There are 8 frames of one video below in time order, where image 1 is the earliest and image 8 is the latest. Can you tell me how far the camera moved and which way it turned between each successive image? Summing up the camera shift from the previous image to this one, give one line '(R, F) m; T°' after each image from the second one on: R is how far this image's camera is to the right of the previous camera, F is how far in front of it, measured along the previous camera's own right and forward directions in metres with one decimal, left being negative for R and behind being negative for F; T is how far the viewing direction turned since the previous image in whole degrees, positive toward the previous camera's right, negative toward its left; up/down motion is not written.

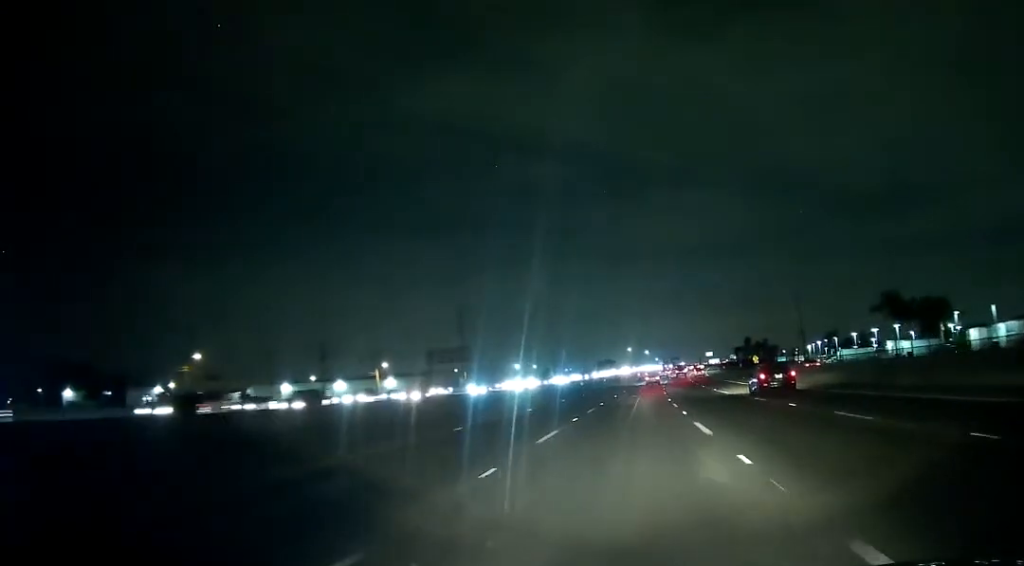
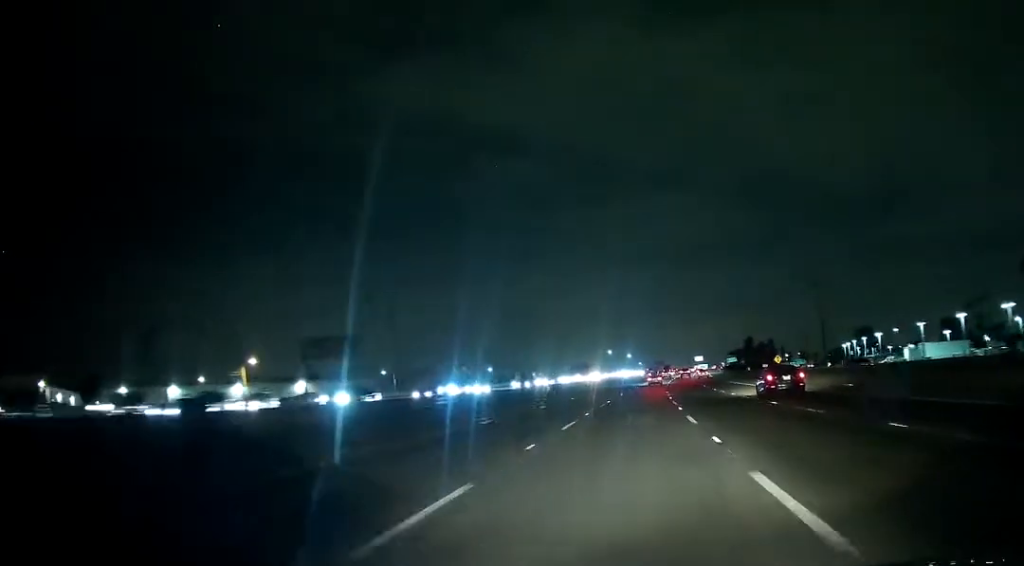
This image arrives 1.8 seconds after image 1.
(+1.4, +55.6) m; +2°
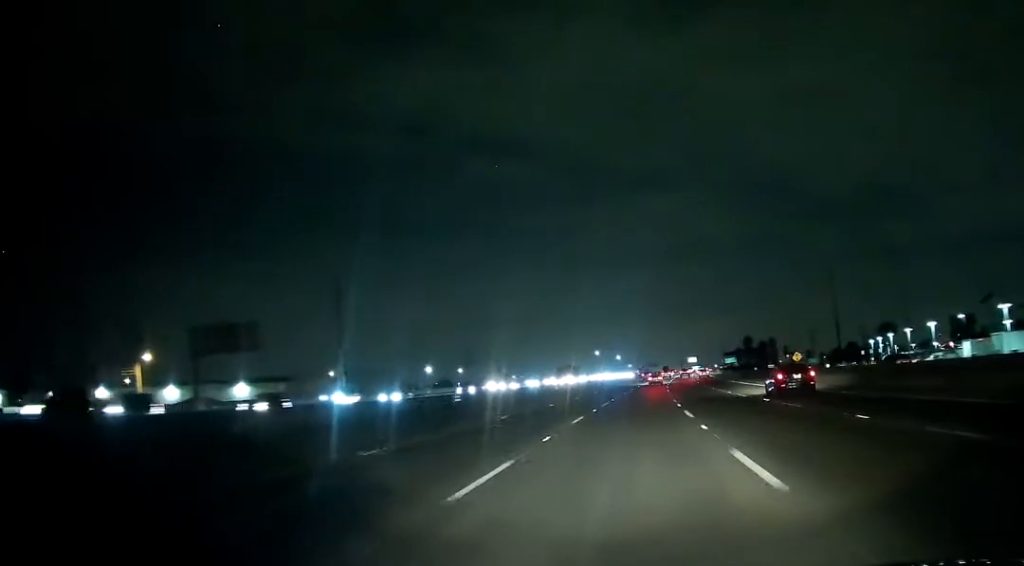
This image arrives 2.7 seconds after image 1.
(0.0, +26.1) m; +1°
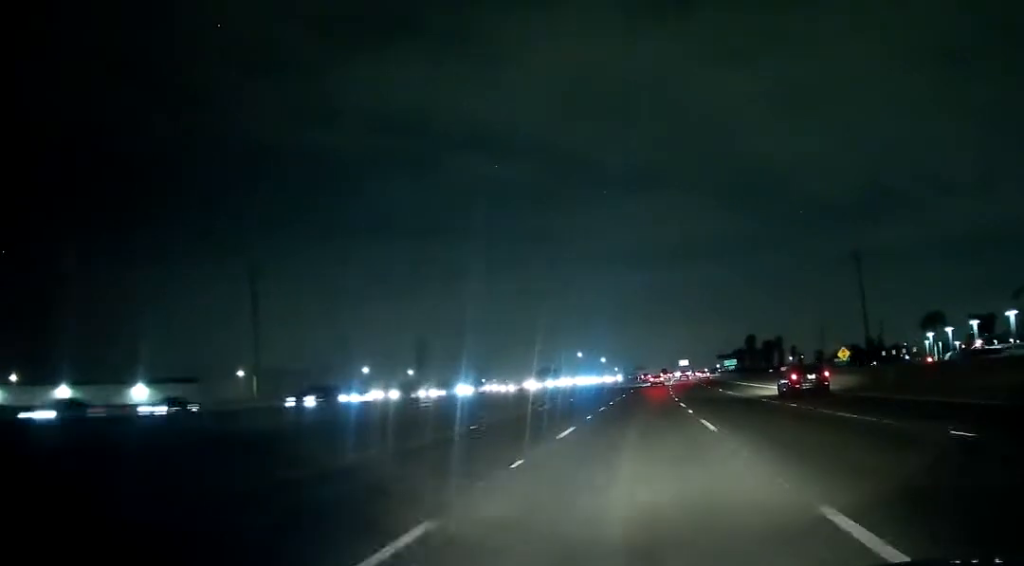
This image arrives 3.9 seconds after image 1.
(+0.5, +34.9) m; +2°
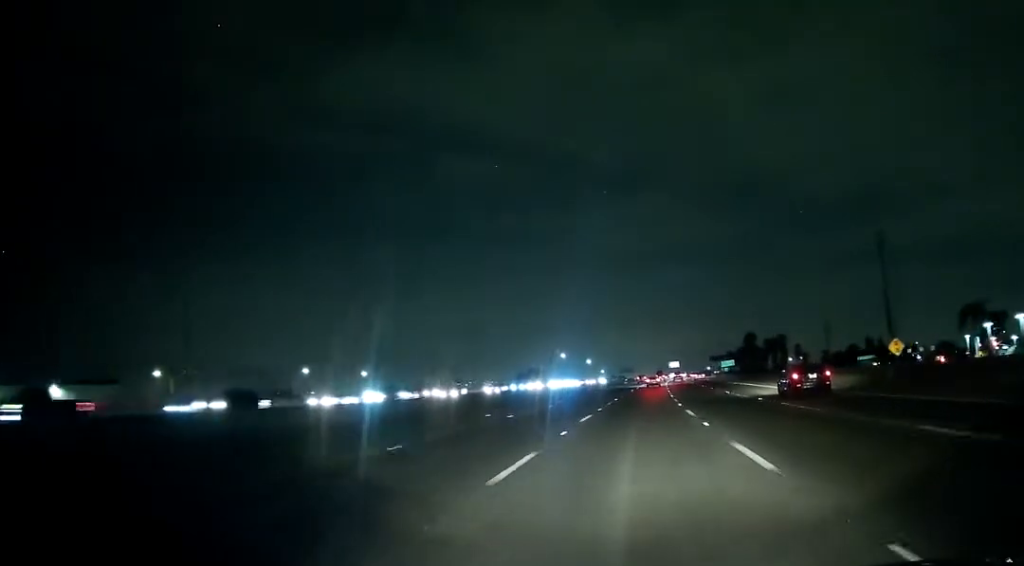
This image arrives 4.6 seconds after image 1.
(+0.3, +22.9) m; +1°
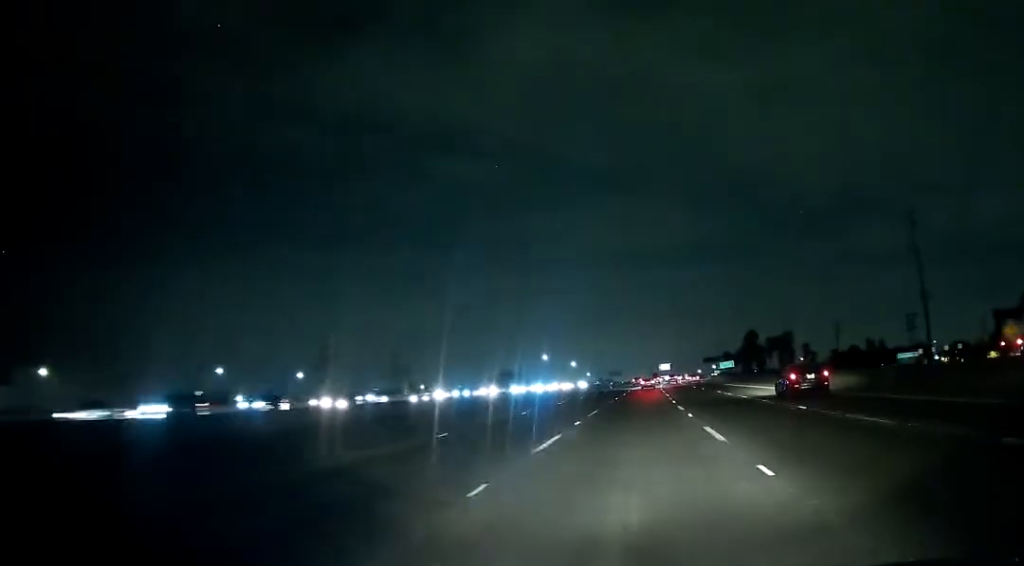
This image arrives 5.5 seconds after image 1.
(+0.1, +24.9) m; 0°
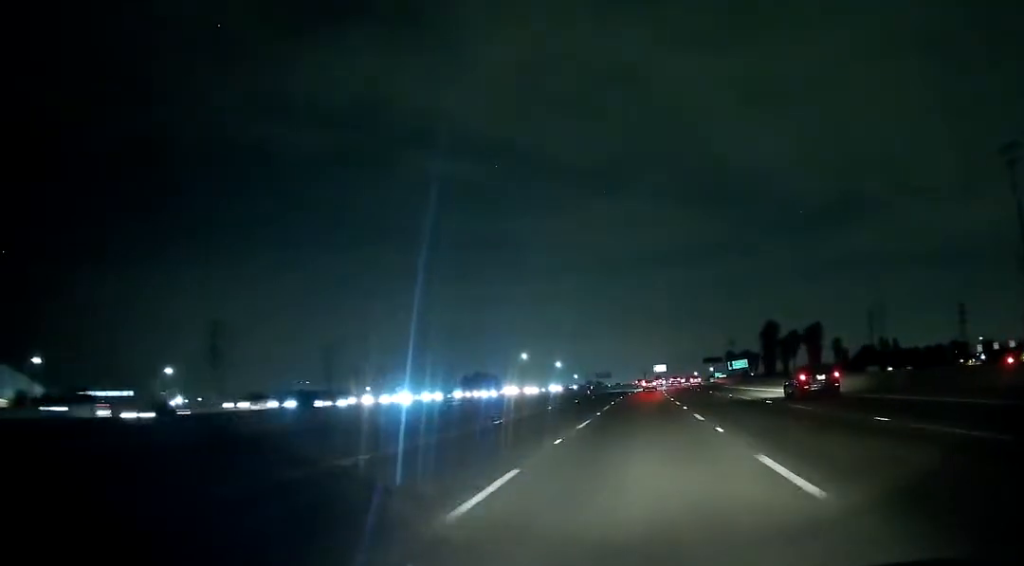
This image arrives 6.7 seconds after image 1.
(0.0, +36.9) m; 0°
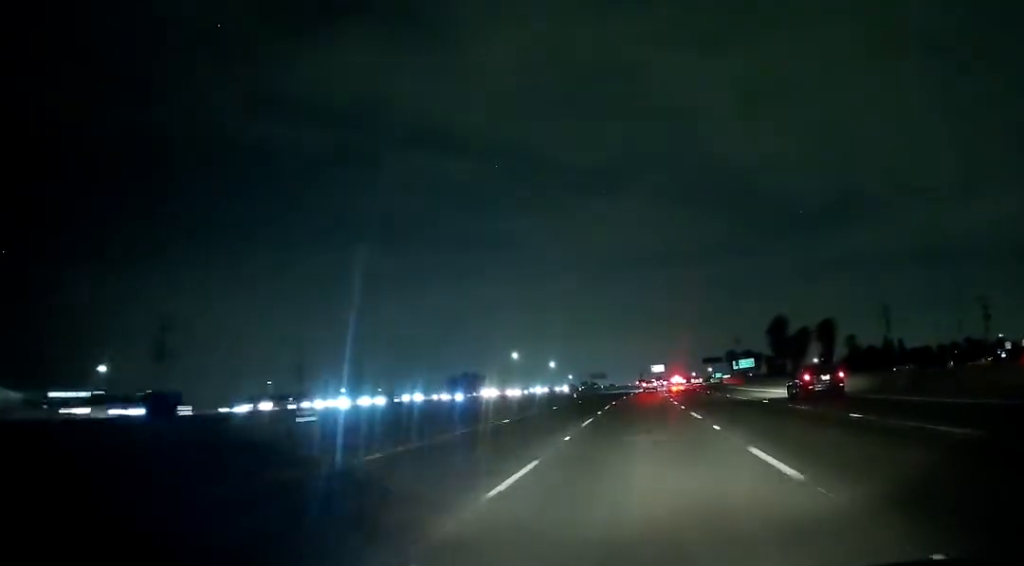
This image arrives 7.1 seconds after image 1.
(0.0, +13.0) m; 0°
